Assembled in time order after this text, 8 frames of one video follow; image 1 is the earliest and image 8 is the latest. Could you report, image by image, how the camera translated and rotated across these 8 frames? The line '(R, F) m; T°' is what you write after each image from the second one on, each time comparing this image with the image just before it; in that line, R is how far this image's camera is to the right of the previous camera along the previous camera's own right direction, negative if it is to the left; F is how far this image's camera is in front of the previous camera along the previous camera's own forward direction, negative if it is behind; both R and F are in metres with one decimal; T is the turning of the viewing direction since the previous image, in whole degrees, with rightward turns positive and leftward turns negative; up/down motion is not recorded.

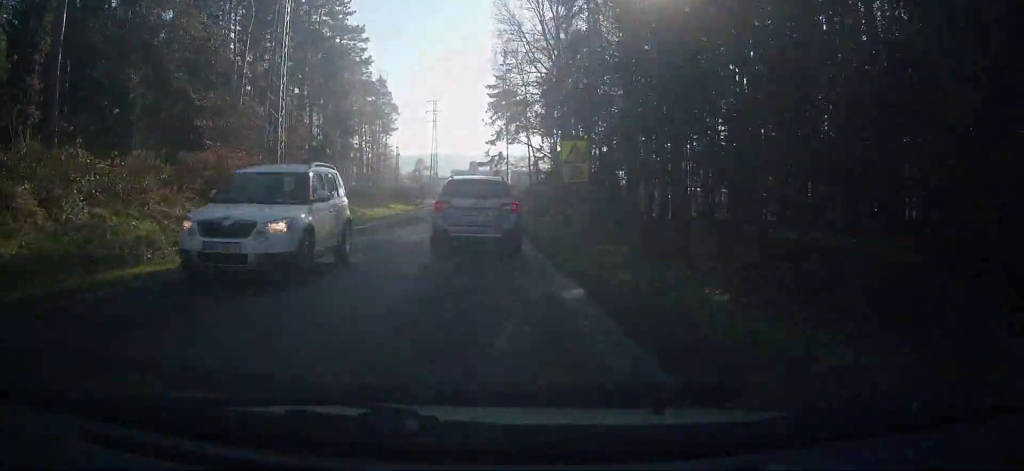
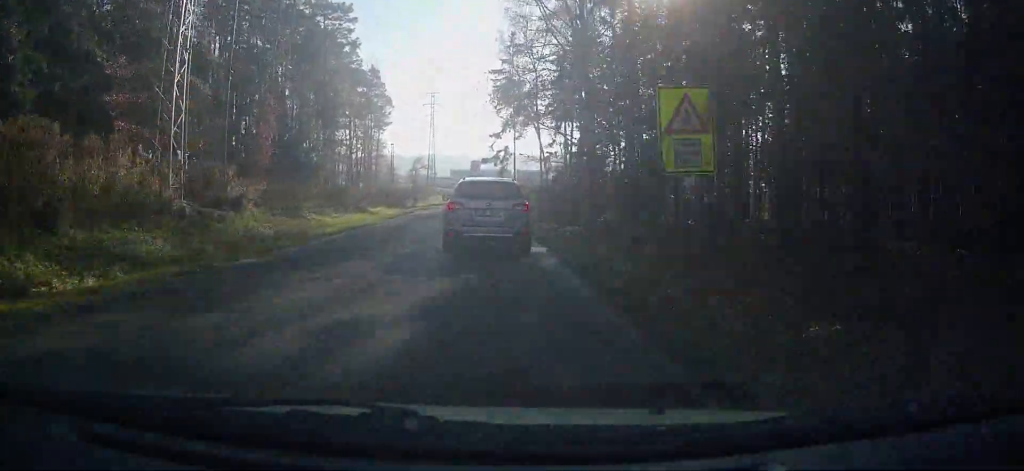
(0.0, +10.8) m; 0°
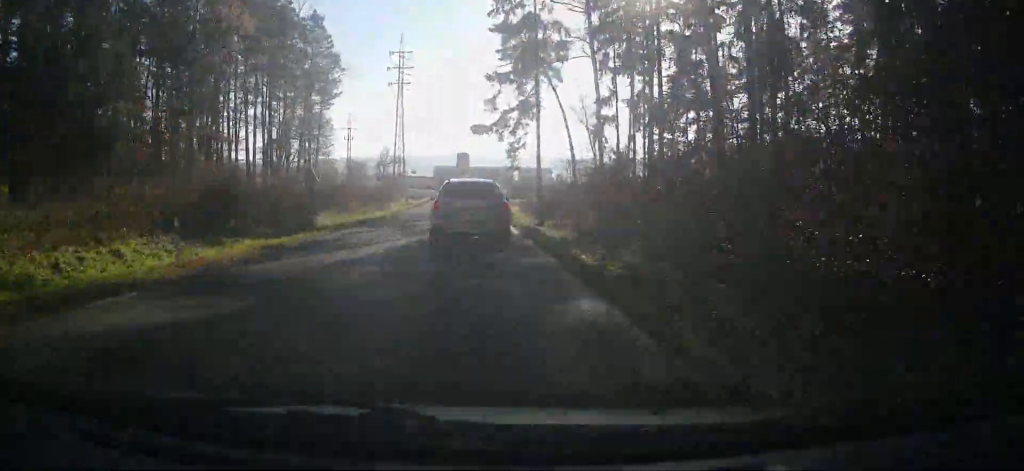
(0.0, +33.3) m; 0°
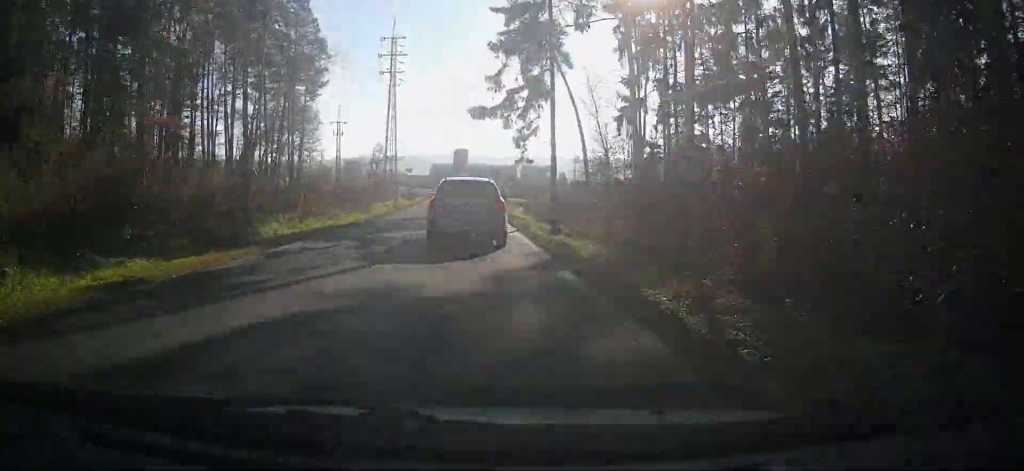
(0.0, +6.6) m; 0°
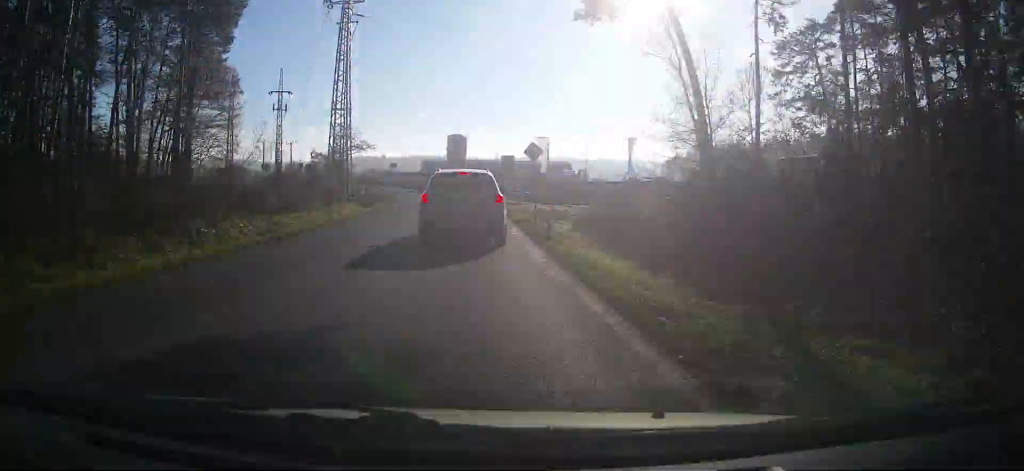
(0.0, +26.4) m; 0°
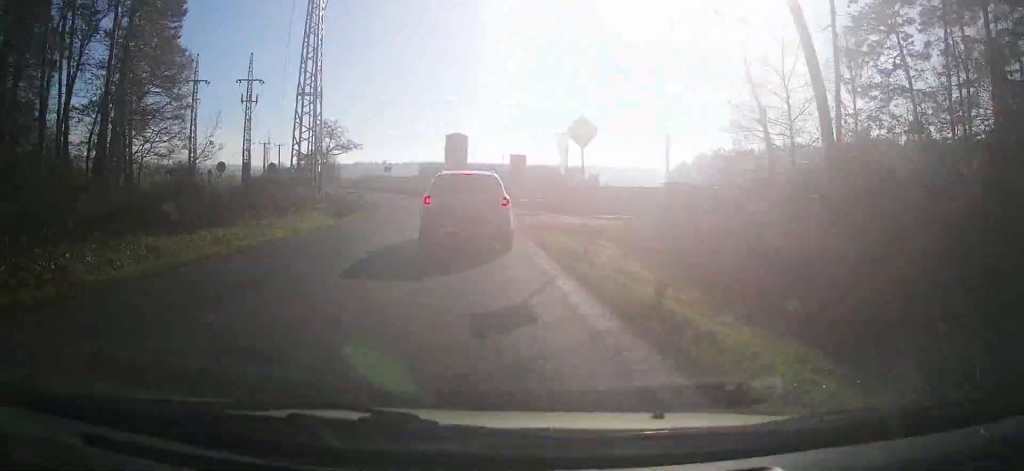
(0.0, +9.8) m; 0°
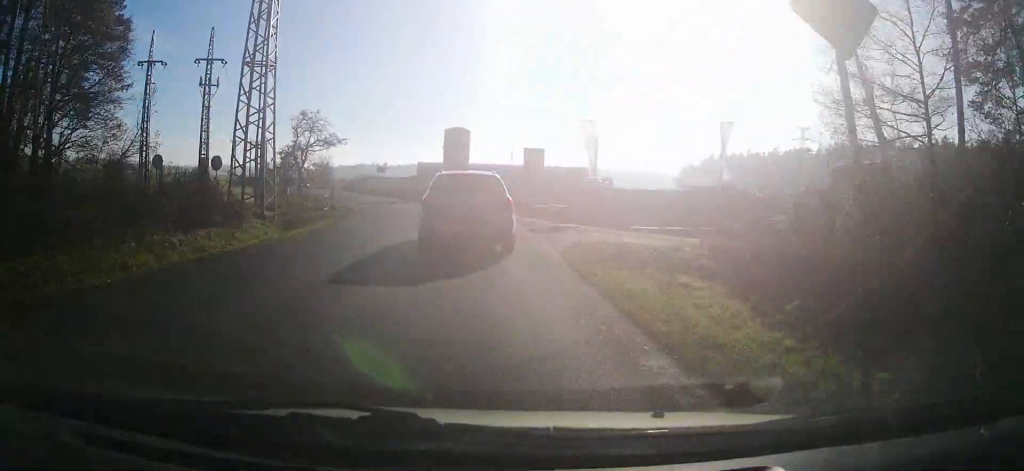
(0.0, +10.4) m; -1°
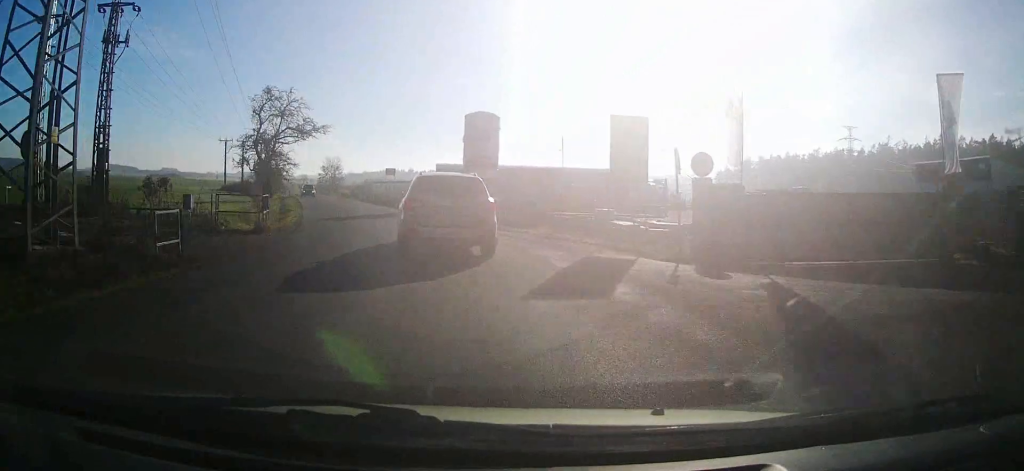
(-0.3, +18.1) m; -2°
